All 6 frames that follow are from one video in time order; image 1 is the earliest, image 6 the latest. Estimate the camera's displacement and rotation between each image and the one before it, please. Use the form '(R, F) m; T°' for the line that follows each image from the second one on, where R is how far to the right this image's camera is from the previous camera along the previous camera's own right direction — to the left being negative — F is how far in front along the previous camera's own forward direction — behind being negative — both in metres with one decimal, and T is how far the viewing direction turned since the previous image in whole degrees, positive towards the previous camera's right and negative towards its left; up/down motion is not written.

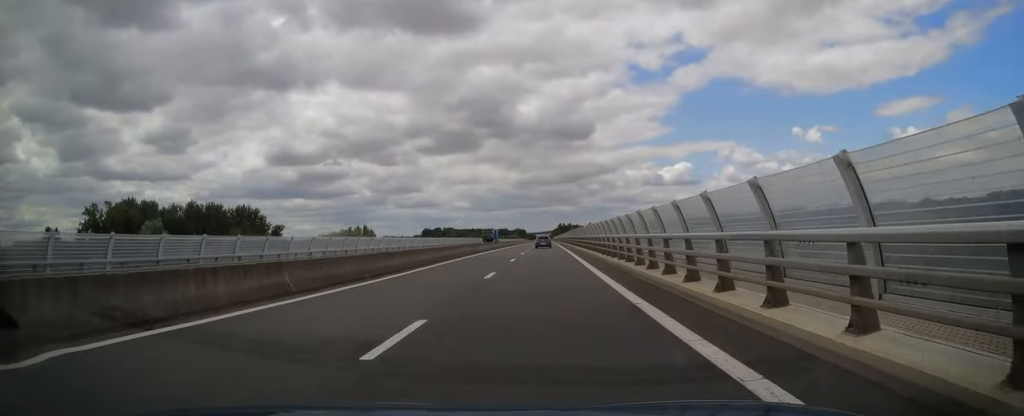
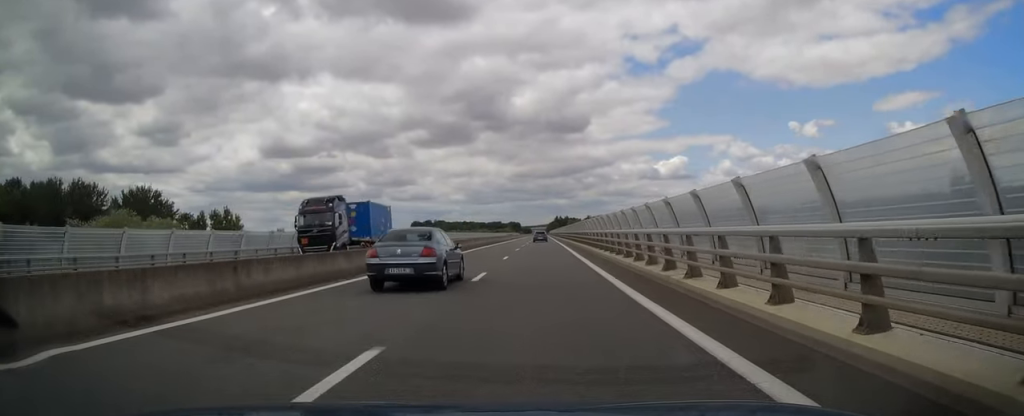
(-0.1, +55.1) m; 0°
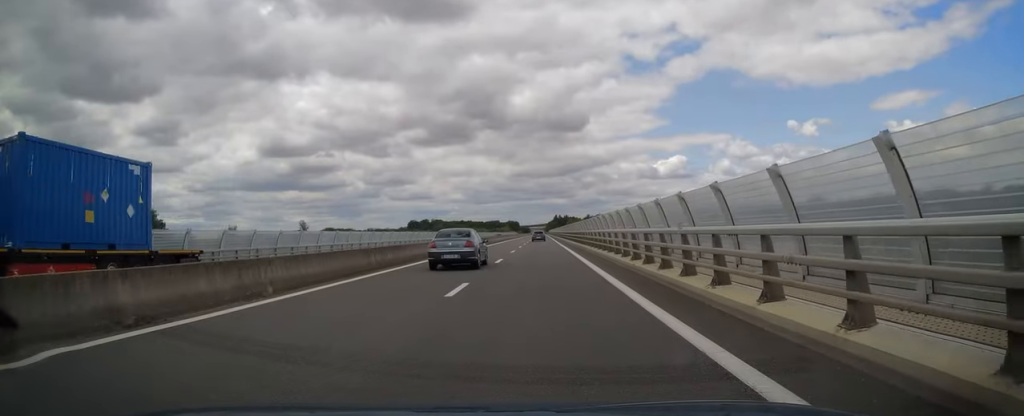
(+0.2, +17.2) m; +1°
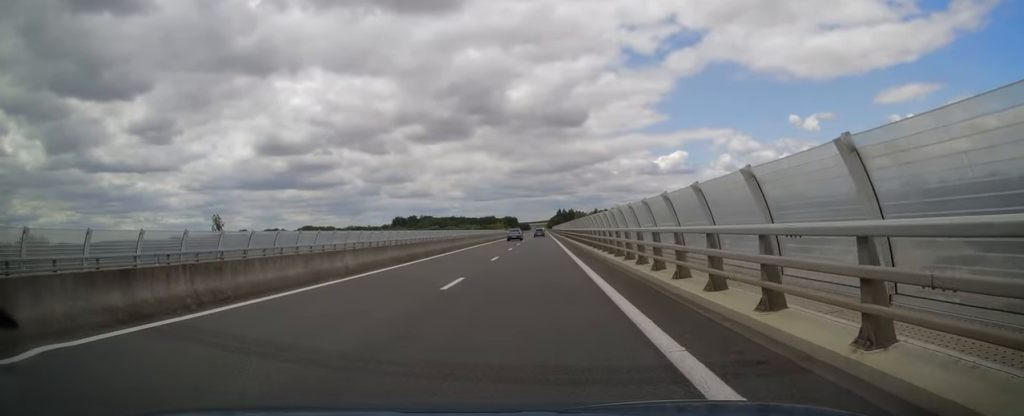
(-0.5, +115.3) m; 0°
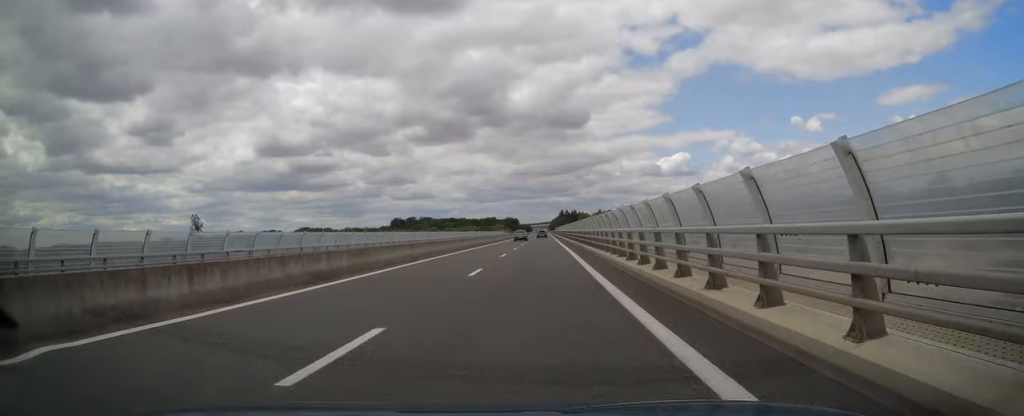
(-0.2, +22.0) m; 0°
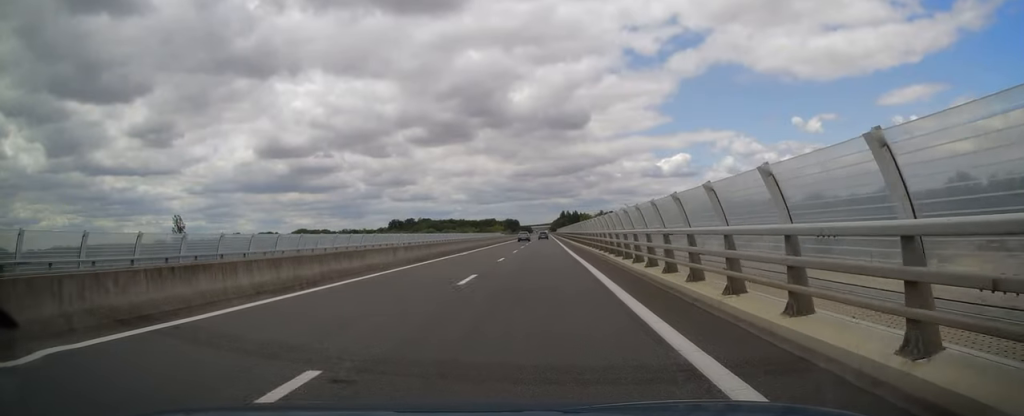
(-0.3, +15.7) m; 0°
